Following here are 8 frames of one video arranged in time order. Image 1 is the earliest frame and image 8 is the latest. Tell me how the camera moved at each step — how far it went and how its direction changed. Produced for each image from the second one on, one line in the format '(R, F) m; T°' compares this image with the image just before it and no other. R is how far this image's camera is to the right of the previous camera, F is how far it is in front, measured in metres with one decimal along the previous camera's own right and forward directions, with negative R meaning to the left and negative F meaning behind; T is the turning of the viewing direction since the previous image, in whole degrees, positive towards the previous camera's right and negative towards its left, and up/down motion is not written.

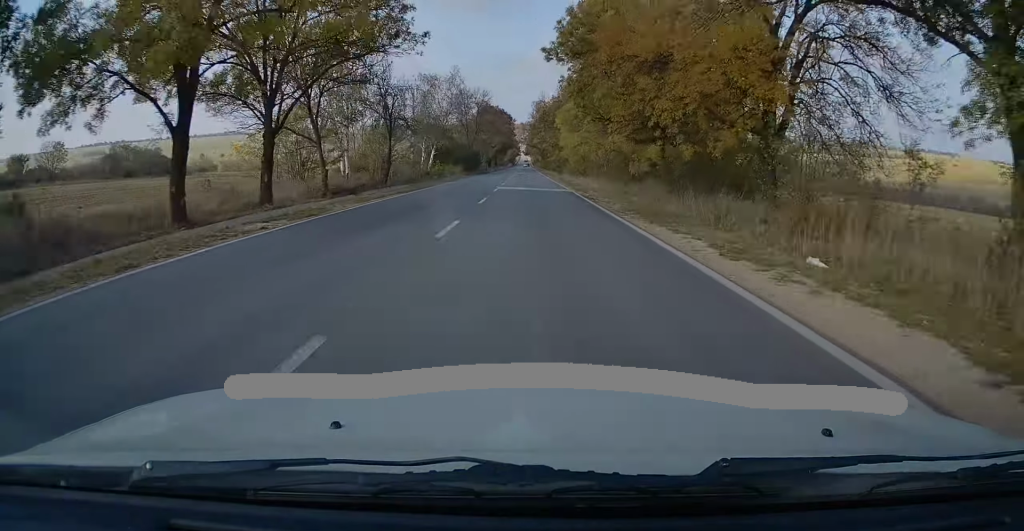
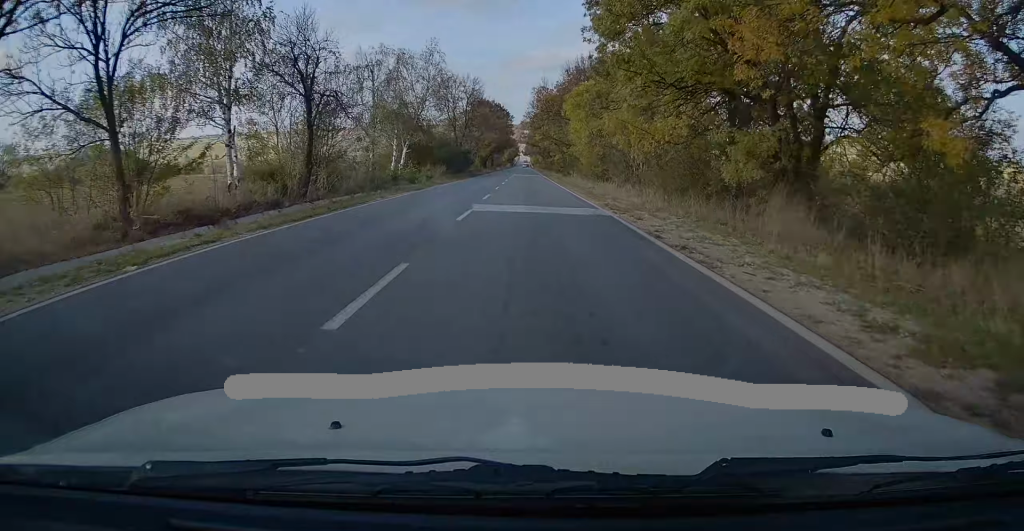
(+0.1, +14.8) m; 0°
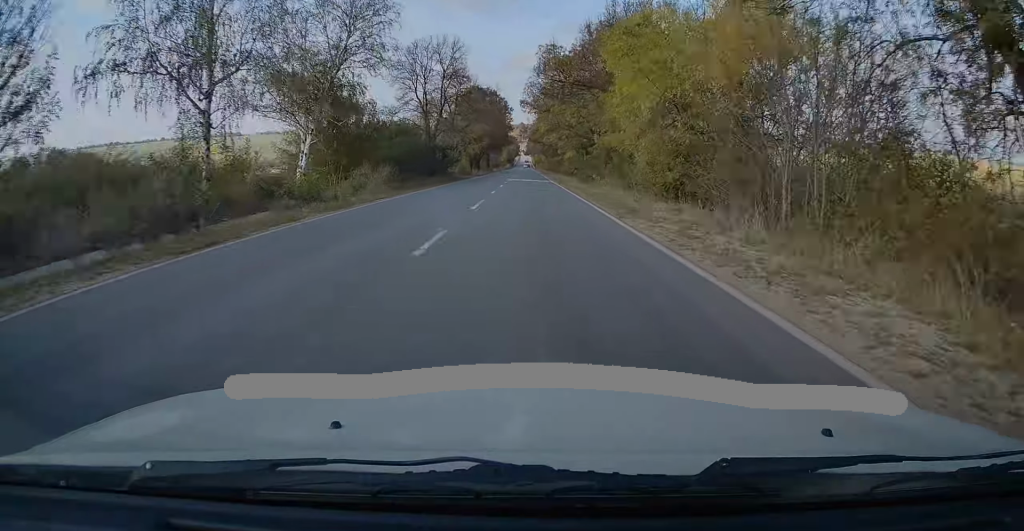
(0.0, +23.1) m; 0°
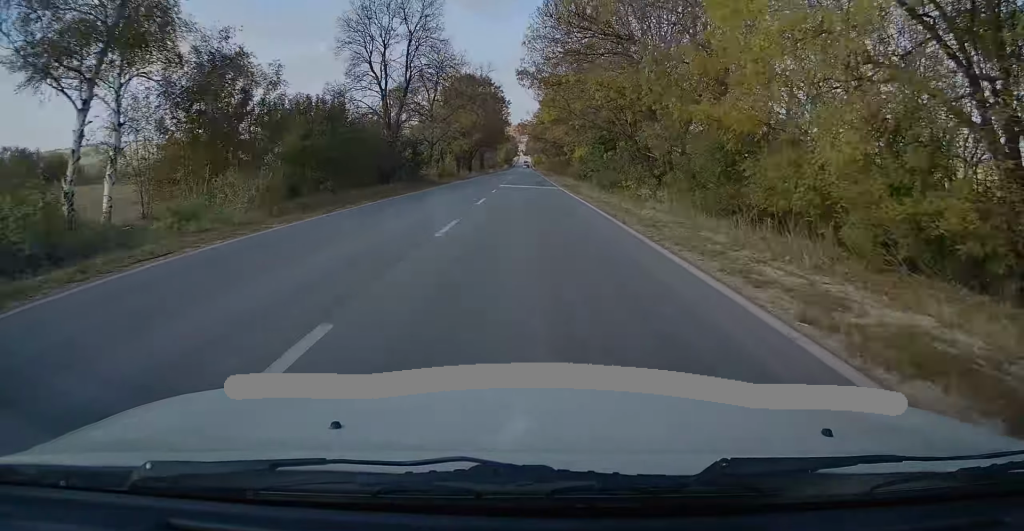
(0.0, +15.7) m; 0°
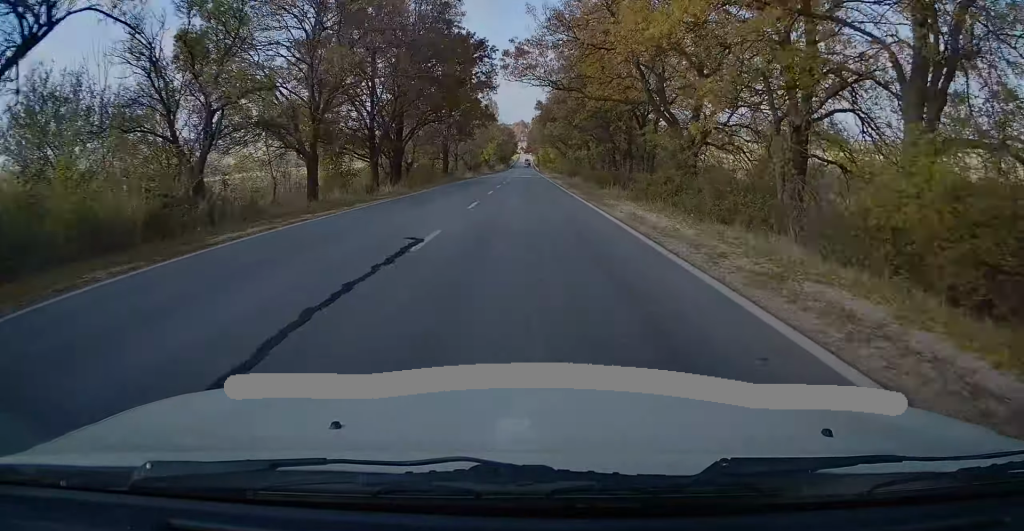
(0.0, +55.5) m; 0°
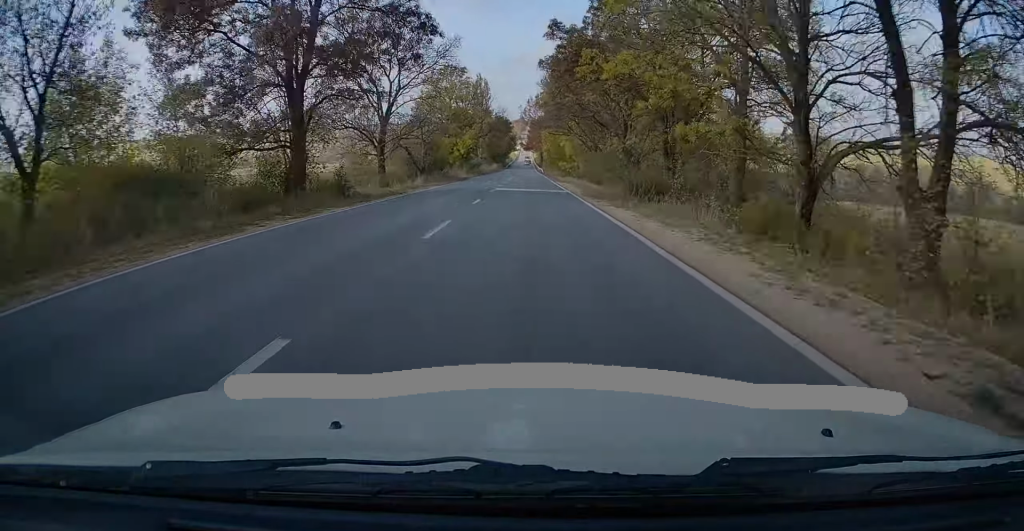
(+0.1, +43.7) m; 0°
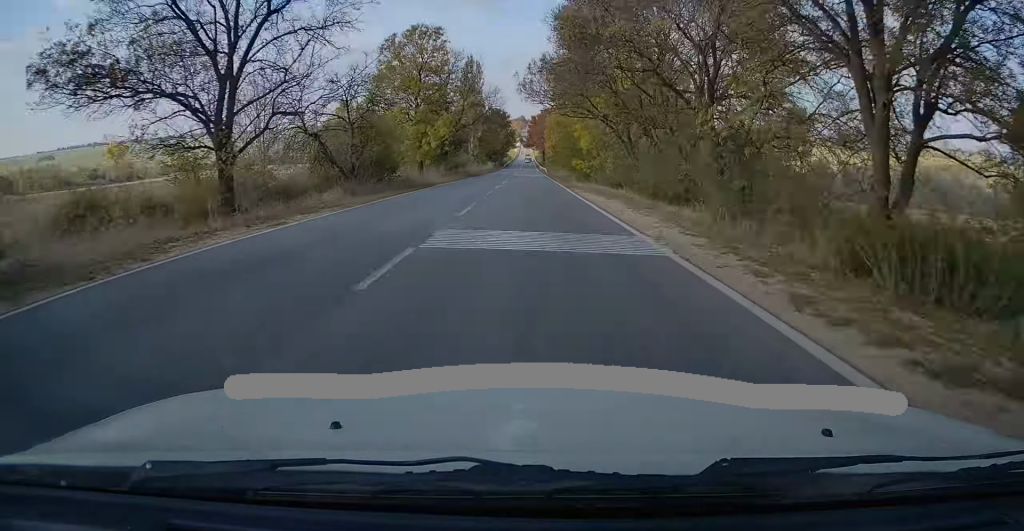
(0.0, +22.2) m; 0°
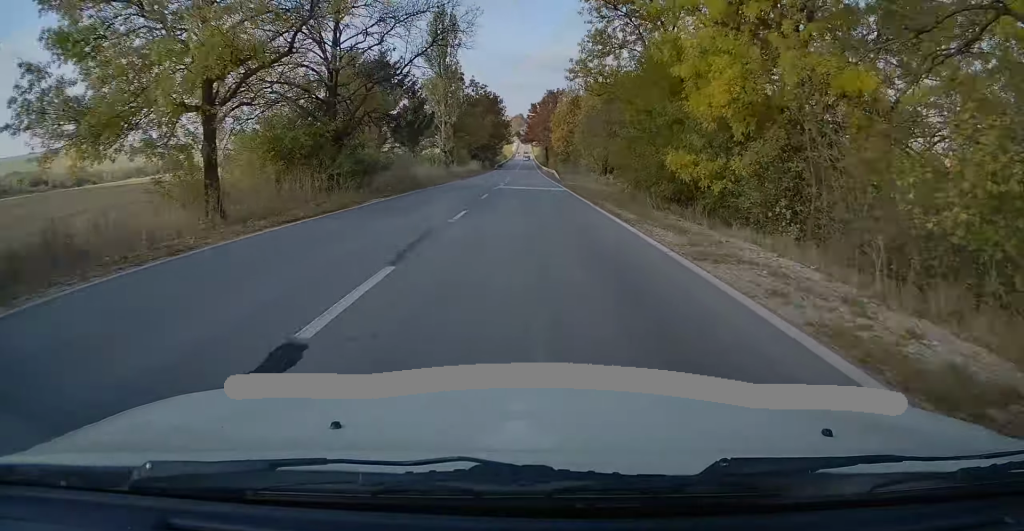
(-0.2, +37.9) m; 0°
